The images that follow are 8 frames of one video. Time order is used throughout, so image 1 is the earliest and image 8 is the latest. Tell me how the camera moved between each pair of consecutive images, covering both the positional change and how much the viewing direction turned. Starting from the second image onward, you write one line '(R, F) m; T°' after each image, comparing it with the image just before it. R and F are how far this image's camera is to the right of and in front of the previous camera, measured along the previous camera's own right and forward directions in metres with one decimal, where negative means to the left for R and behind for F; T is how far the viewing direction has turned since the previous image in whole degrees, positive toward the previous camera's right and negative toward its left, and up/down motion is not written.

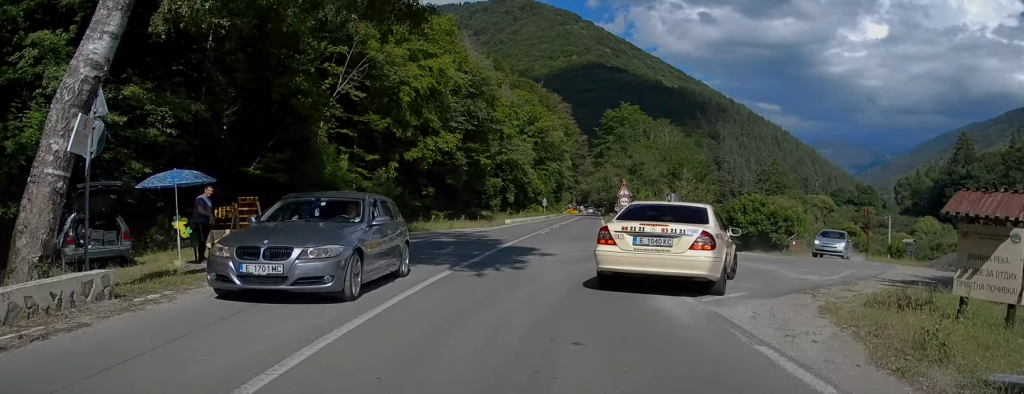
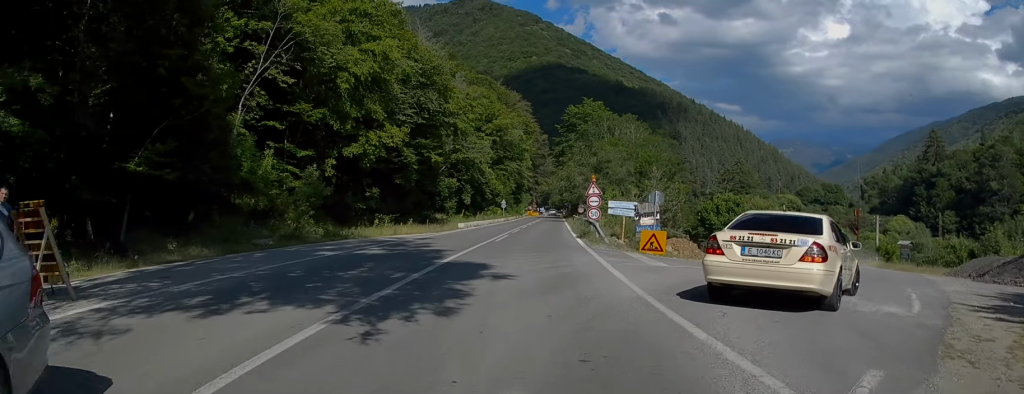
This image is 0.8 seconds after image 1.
(+0.2, +5.5) m; +2°
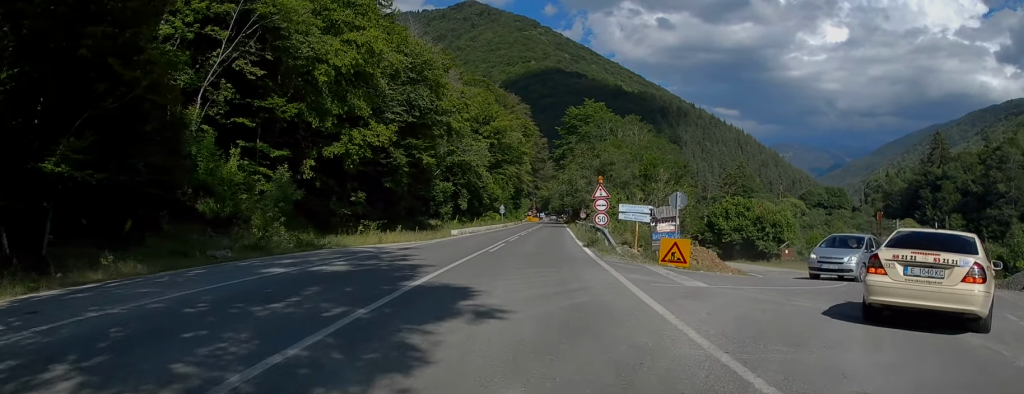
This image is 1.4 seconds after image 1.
(0.0, +4.0) m; +2°
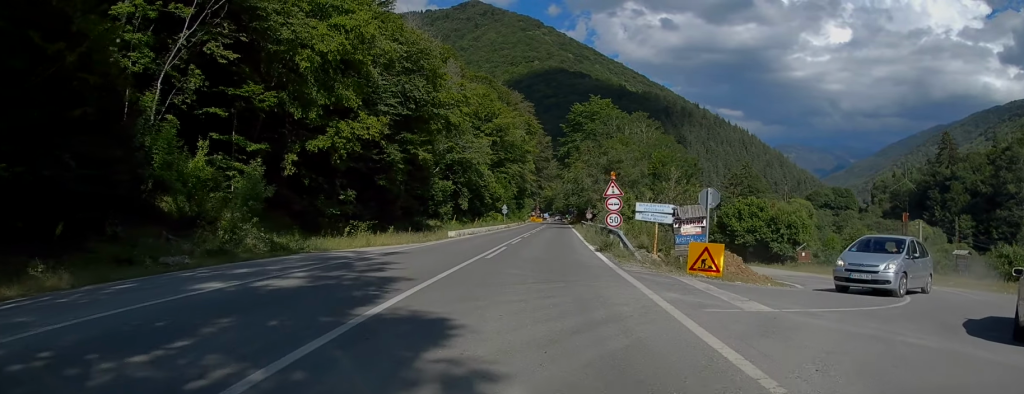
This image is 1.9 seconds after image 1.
(0.0, +3.2) m; +3°
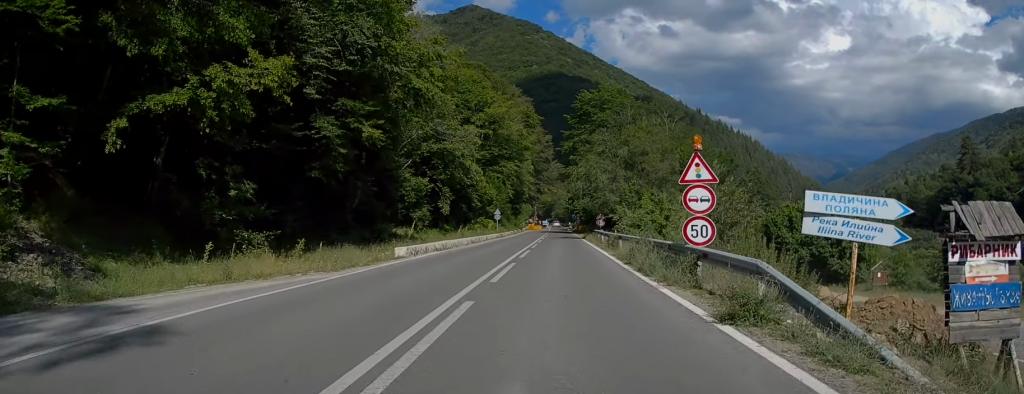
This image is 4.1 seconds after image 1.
(+0.6, +13.9) m; -2°
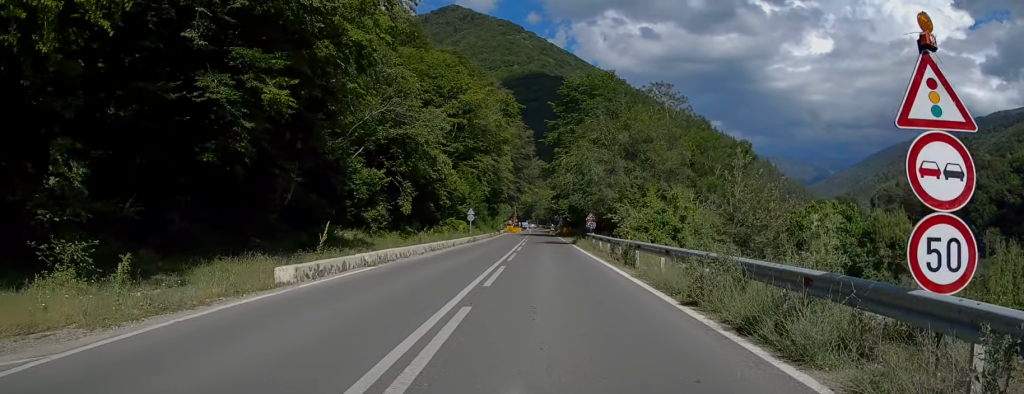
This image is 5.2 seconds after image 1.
(-0.6, +9.2) m; -4°
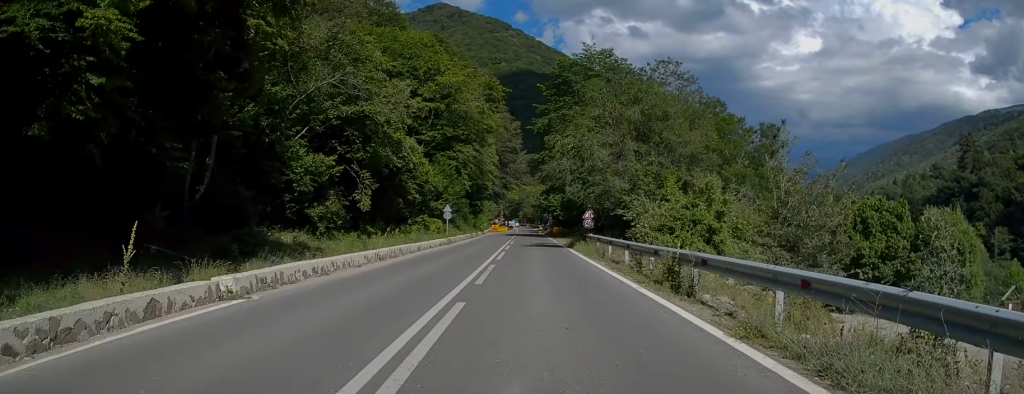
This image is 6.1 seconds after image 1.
(-0.1, +8.4) m; +2°
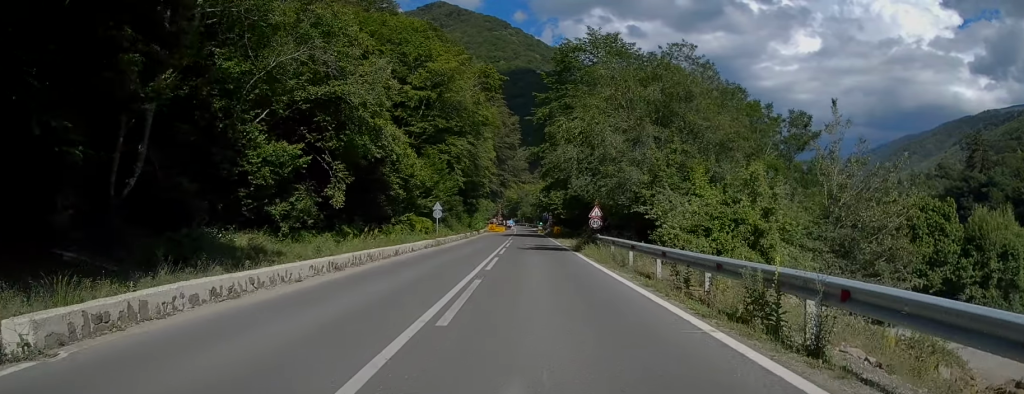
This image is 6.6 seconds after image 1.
(+0.2, +5.3) m; +1°
